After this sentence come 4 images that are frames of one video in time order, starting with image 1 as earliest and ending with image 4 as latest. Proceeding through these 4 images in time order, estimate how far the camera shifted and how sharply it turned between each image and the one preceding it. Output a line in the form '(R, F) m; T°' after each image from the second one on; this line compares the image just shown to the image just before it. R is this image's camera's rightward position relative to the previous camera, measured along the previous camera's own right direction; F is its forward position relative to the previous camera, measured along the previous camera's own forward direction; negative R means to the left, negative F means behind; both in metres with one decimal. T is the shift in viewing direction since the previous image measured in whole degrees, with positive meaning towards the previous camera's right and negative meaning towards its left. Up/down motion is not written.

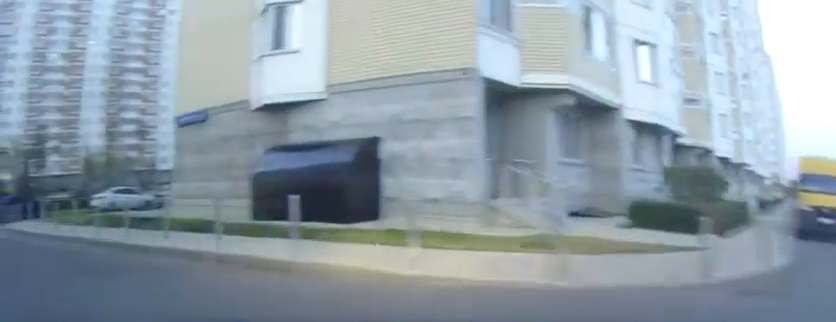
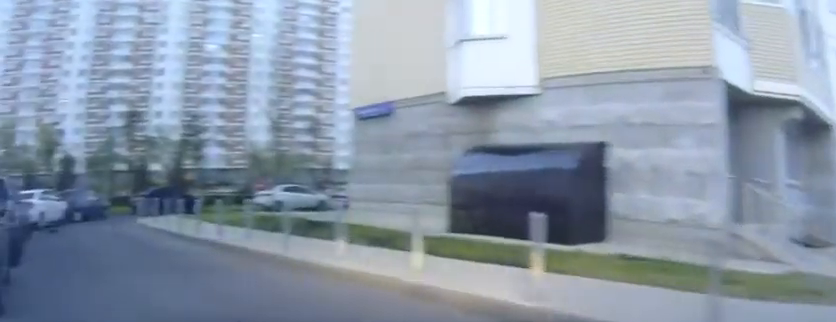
(-0.2, +2.5) m; -13°
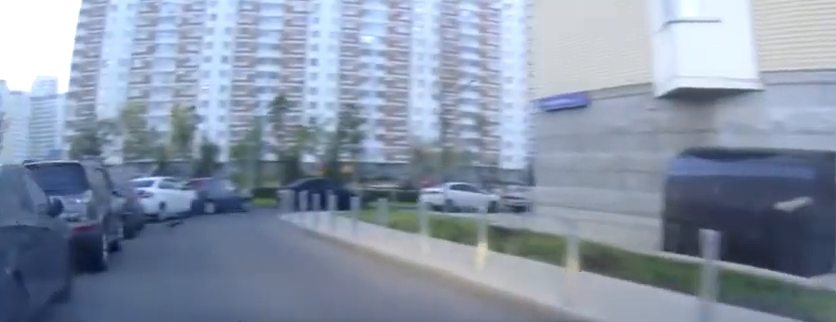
(-0.4, +2.5) m; -12°
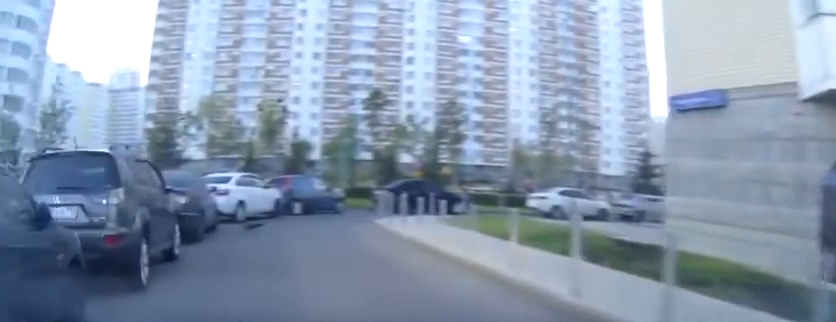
(-0.1, +1.9) m; -9°
